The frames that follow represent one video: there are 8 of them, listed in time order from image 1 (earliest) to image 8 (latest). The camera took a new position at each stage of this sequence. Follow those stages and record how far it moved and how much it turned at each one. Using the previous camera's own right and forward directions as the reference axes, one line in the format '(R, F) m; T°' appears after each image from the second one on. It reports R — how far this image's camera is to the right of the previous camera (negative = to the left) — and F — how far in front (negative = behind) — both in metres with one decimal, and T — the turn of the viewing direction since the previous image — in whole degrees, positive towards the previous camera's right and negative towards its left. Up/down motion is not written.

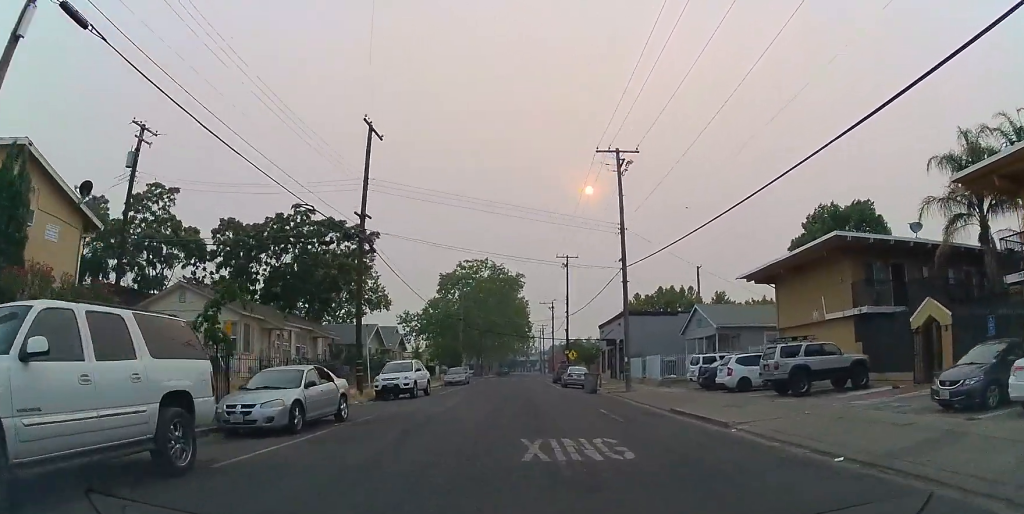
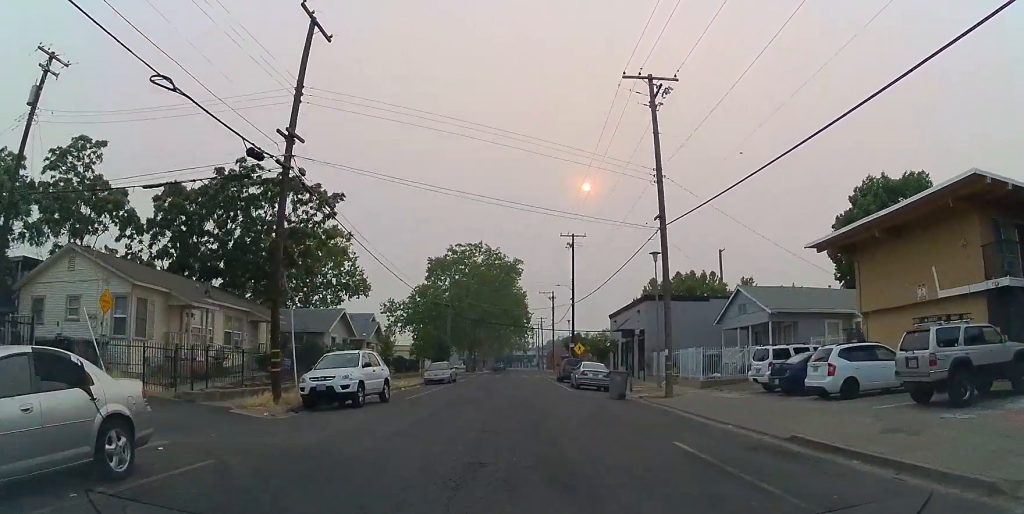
(0.0, +8.7) m; 0°
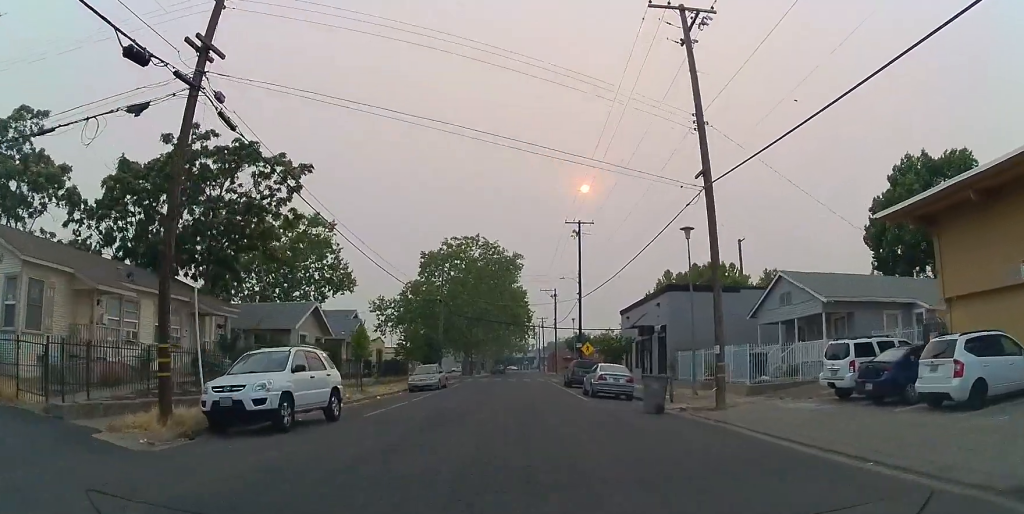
(0.0, +5.6) m; 0°
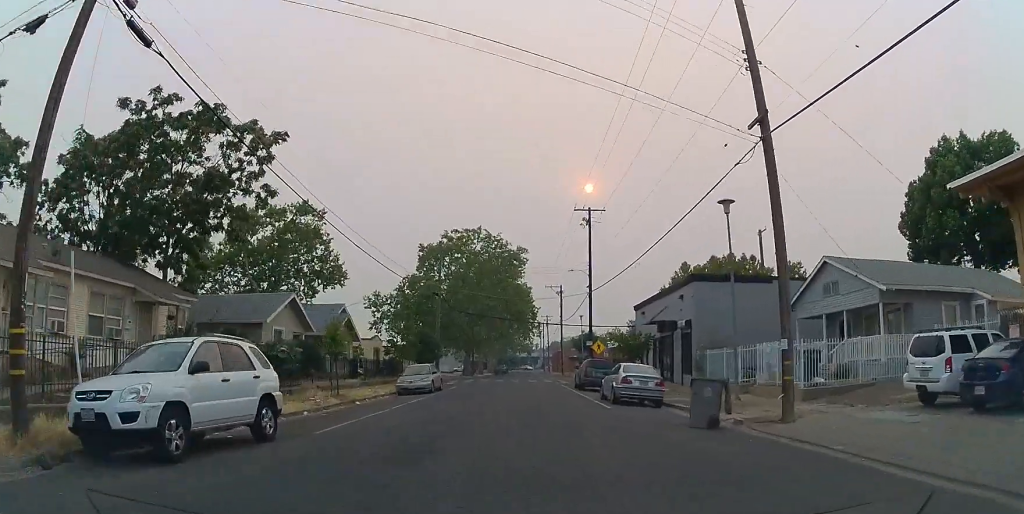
(0.0, +4.2) m; 0°
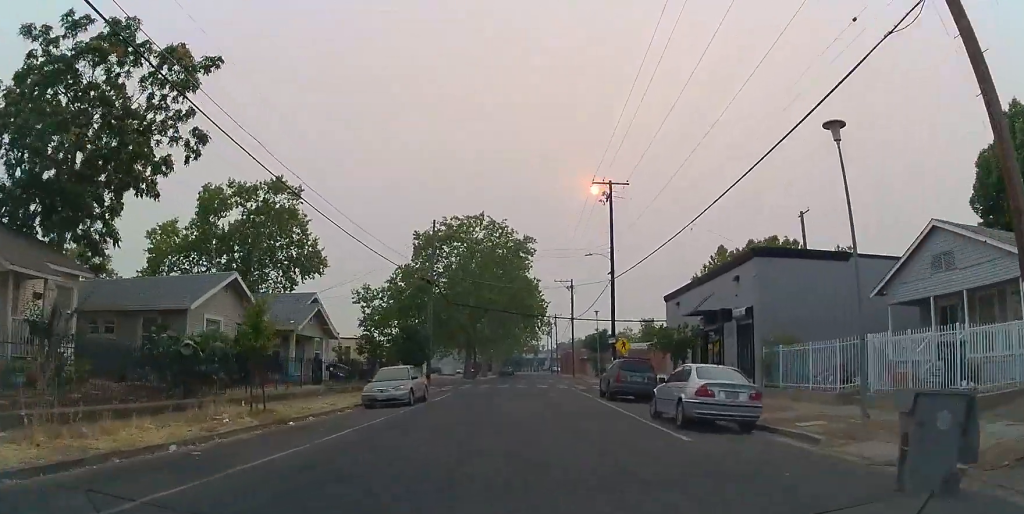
(0.0, +7.3) m; 0°
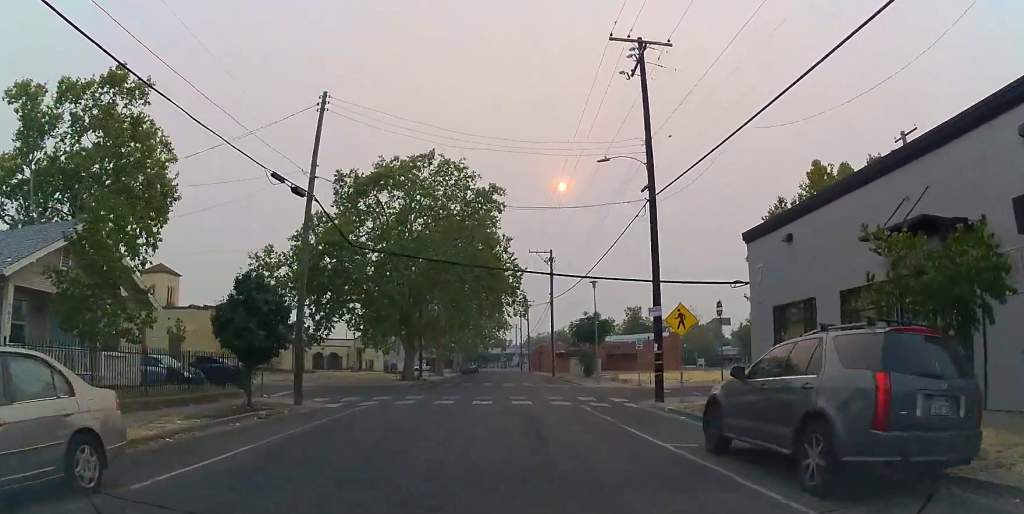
(0.0, +17.1) m; +1°
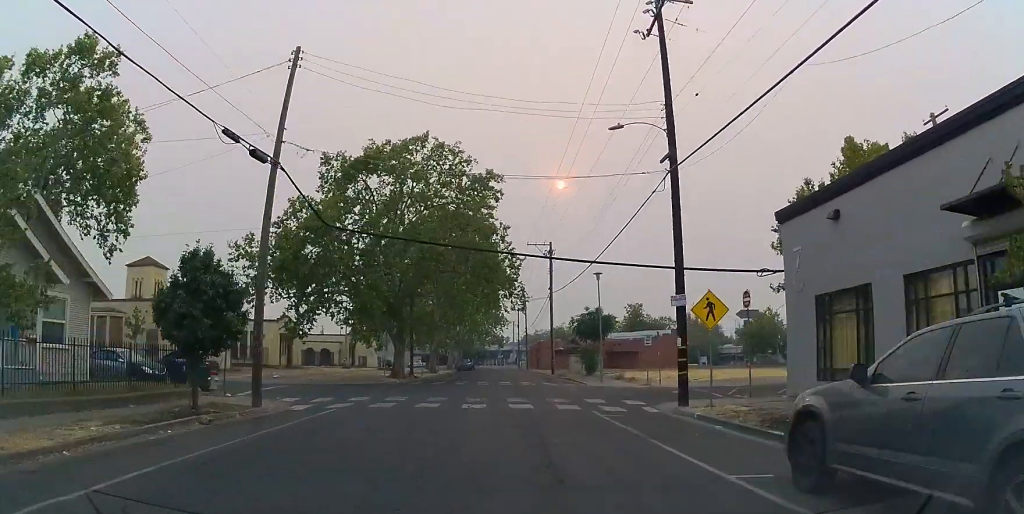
(-0.1, +3.0) m; +2°
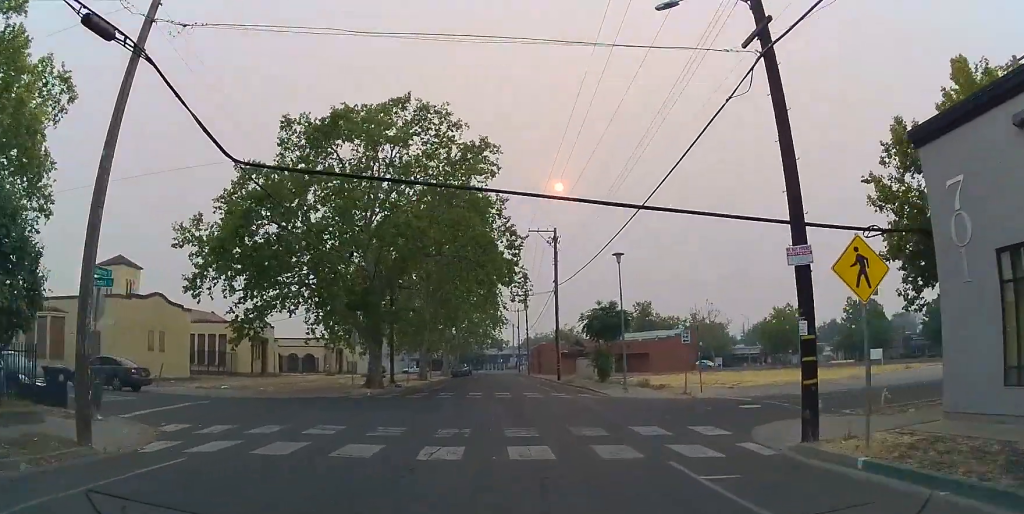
(+0.5, +7.6) m; +2°
